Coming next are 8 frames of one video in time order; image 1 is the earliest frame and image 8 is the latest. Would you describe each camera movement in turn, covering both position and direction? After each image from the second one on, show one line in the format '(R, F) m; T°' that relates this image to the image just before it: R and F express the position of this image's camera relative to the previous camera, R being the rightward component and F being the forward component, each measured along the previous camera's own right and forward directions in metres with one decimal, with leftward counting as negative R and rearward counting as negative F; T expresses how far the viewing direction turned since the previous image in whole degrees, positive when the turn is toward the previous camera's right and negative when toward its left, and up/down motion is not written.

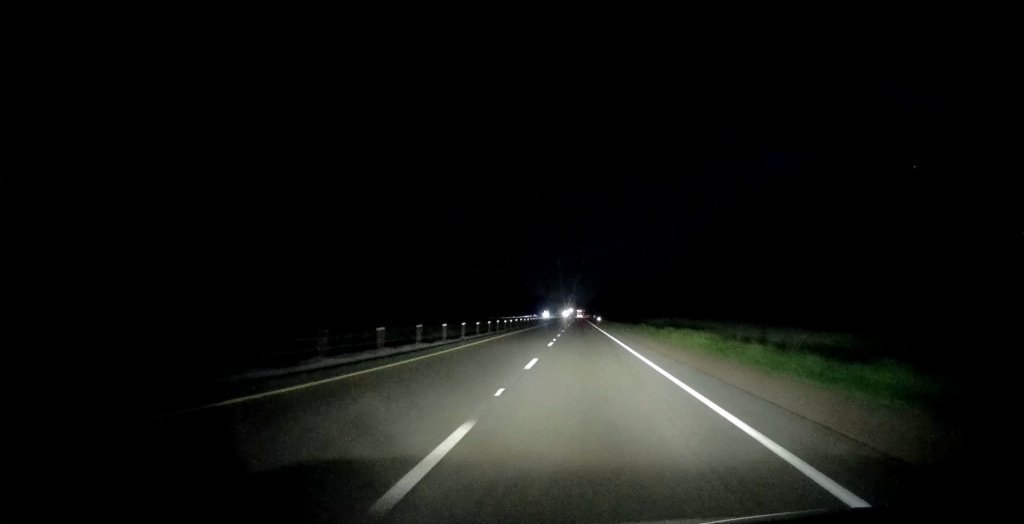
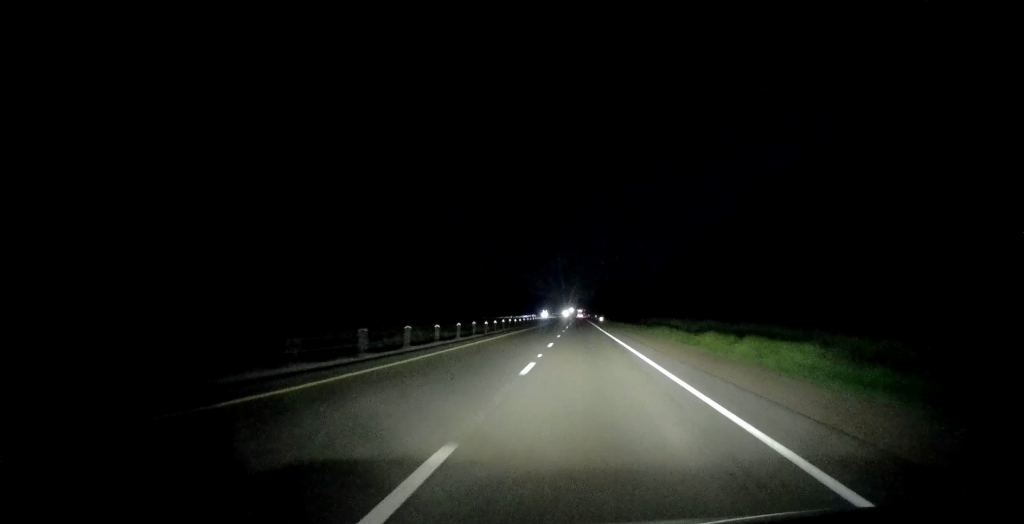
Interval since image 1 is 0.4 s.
(+0.3, +13.7) m; 0°
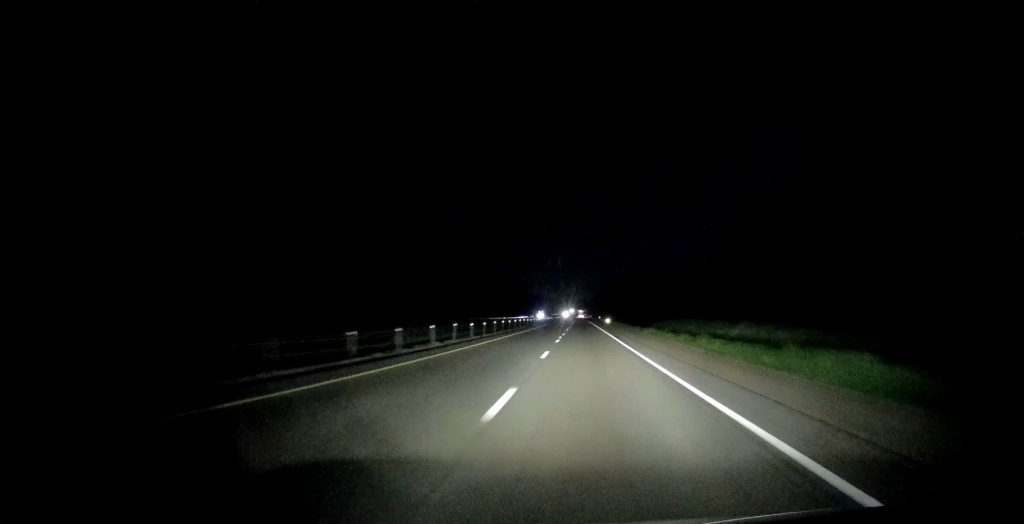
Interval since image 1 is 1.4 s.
(-0.7, +30.3) m; -1°
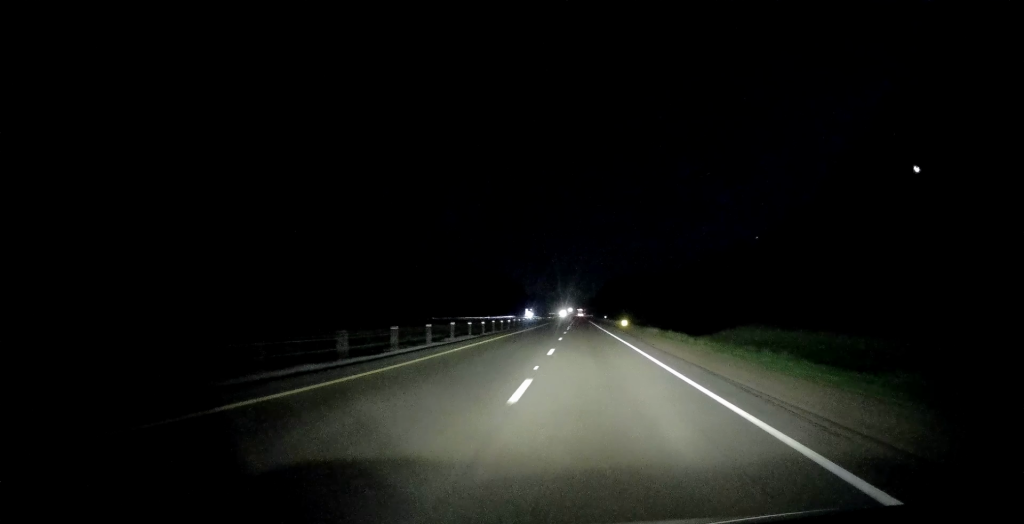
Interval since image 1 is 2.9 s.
(+0.6, +48.3) m; +1°
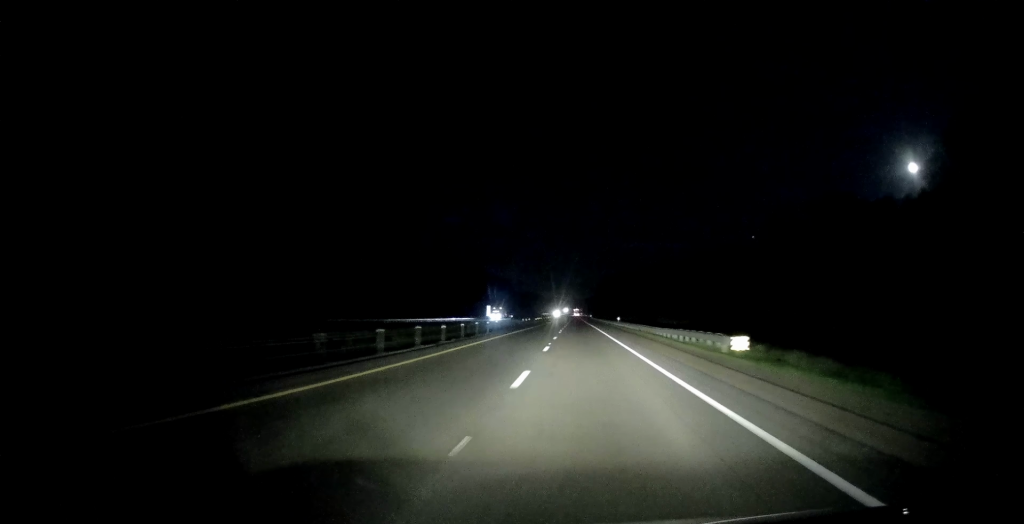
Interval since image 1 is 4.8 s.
(-0.2, +58.7) m; 0°
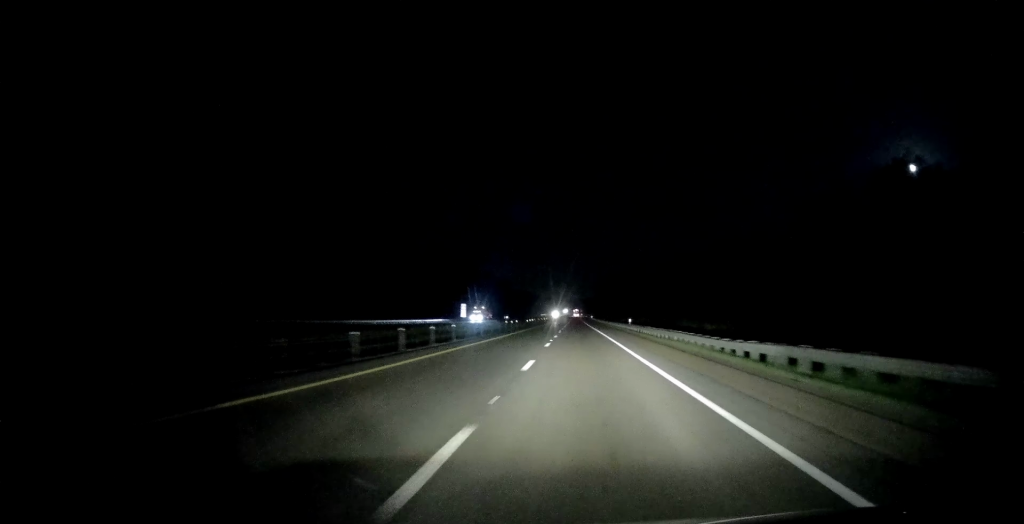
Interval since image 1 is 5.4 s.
(+0.4, +20.0) m; 0°
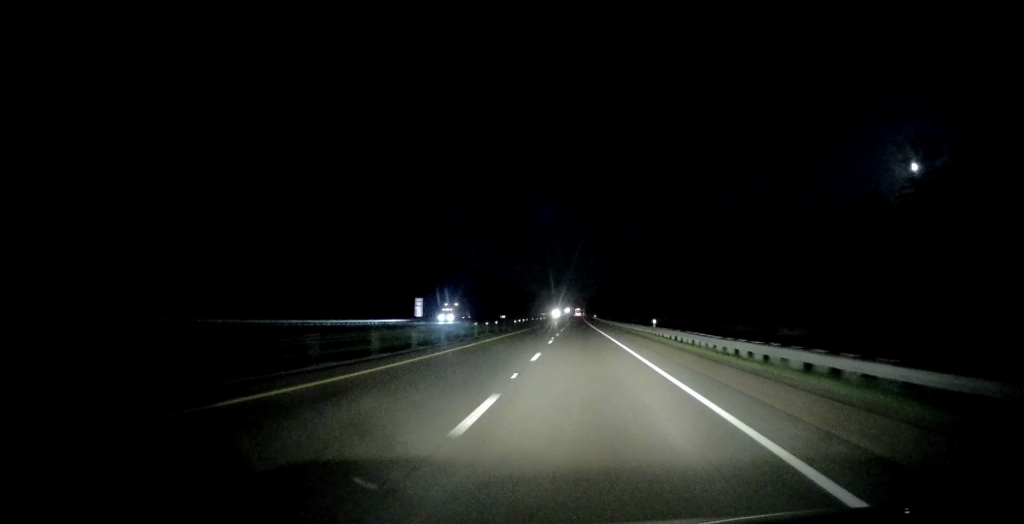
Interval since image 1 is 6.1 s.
(-0.3, +21.0) m; 0°
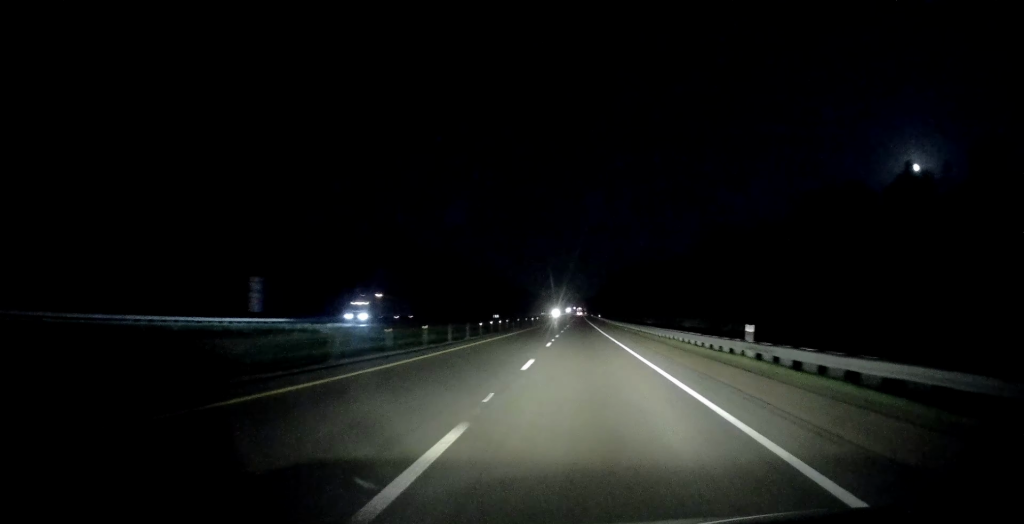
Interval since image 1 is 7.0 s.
(0.0, +27.3) m; 0°
